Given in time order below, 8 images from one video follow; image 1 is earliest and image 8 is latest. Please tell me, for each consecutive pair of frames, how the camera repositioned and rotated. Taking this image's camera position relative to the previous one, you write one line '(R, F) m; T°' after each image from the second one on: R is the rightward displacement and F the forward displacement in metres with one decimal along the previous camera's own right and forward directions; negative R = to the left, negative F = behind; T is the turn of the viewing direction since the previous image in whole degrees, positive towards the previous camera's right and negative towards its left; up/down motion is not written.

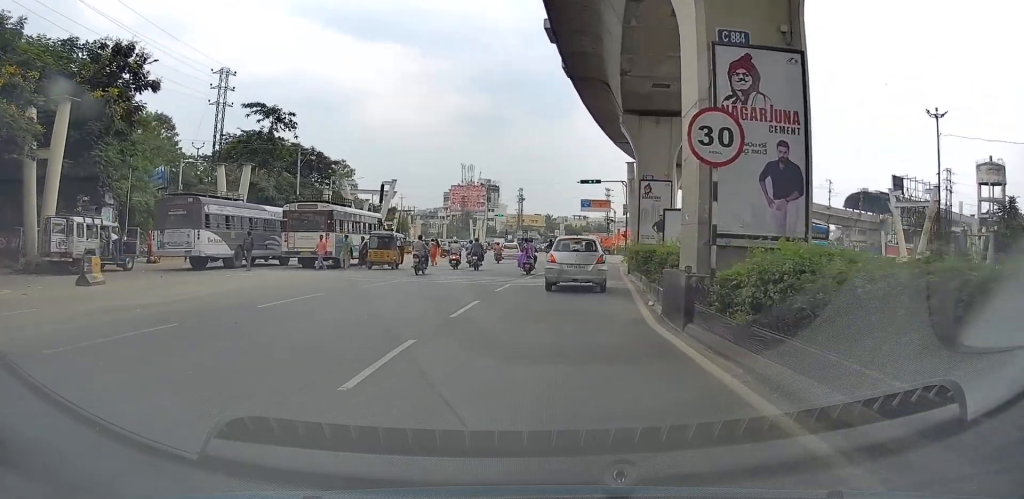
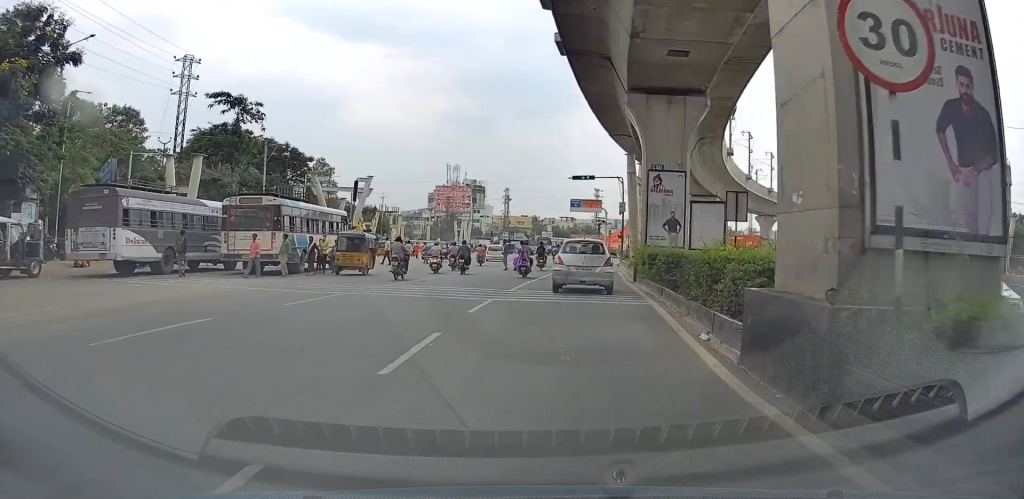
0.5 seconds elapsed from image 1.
(+0.2, +5.3) m; +2°
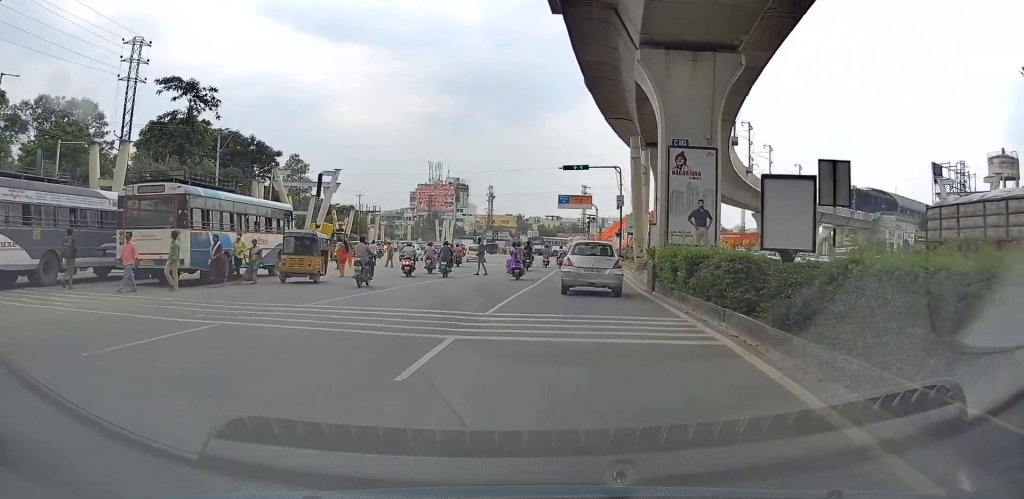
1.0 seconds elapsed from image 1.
(+0.1, +6.4) m; +2°
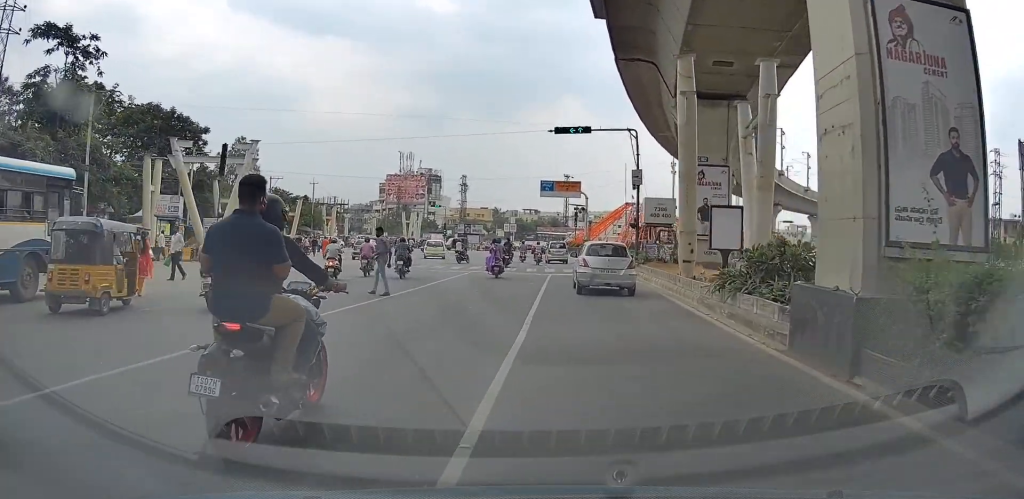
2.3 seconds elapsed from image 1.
(+0.4, +14.4) m; +2°
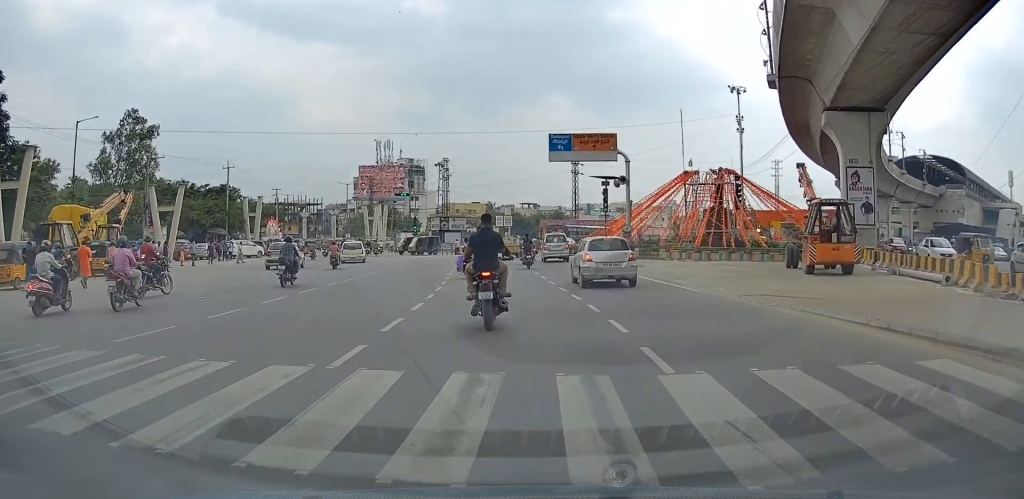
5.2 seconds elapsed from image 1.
(+0.2, +31.5) m; 0°
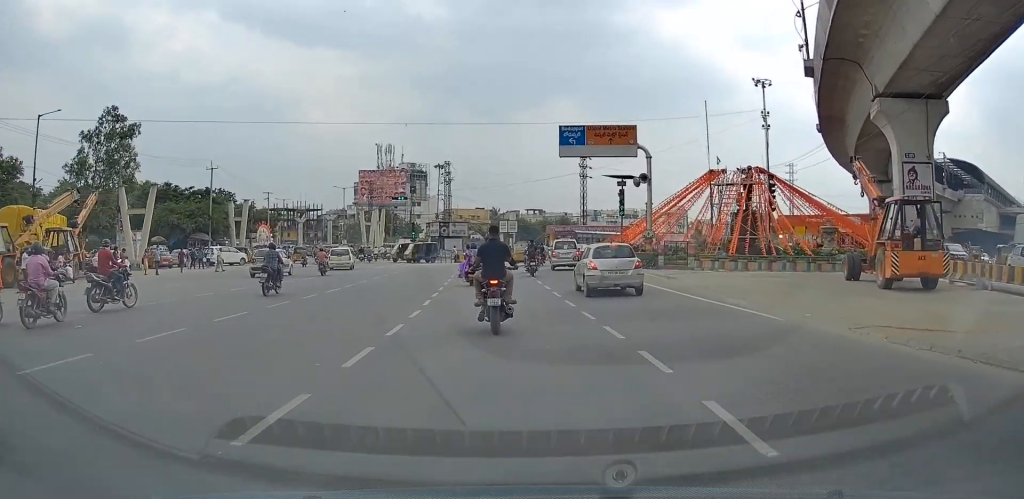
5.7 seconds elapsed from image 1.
(0.0, +6.1) m; 0°
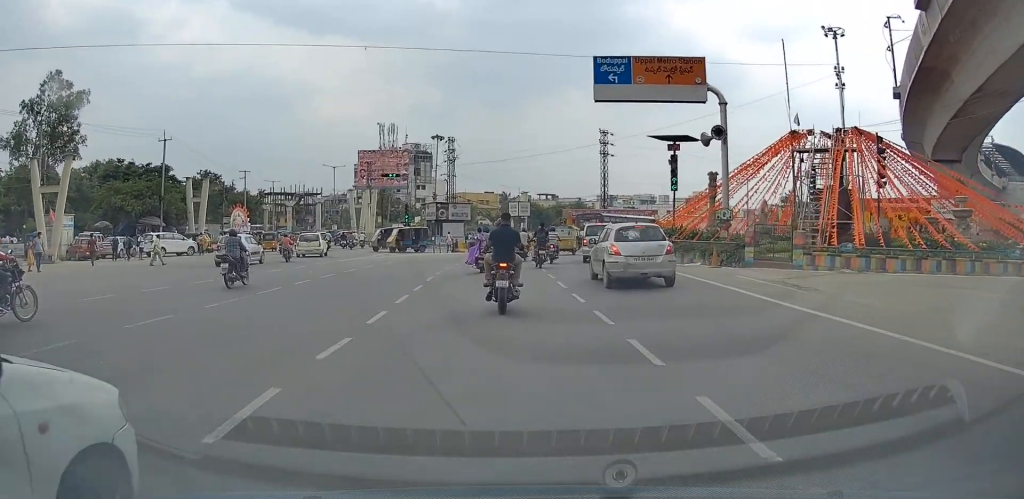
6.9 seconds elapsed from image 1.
(-0.1, +13.3) m; -1°
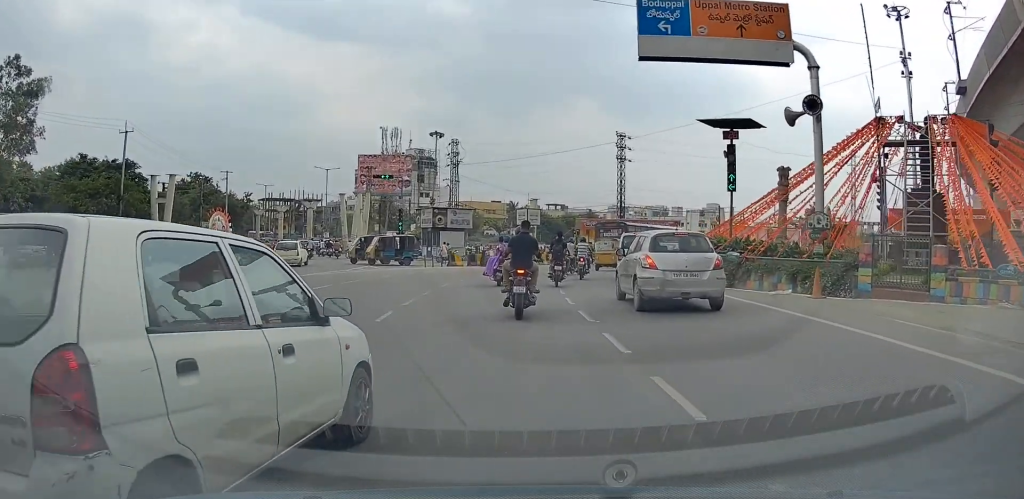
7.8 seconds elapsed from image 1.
(0.0, +8.1) m; 0°
